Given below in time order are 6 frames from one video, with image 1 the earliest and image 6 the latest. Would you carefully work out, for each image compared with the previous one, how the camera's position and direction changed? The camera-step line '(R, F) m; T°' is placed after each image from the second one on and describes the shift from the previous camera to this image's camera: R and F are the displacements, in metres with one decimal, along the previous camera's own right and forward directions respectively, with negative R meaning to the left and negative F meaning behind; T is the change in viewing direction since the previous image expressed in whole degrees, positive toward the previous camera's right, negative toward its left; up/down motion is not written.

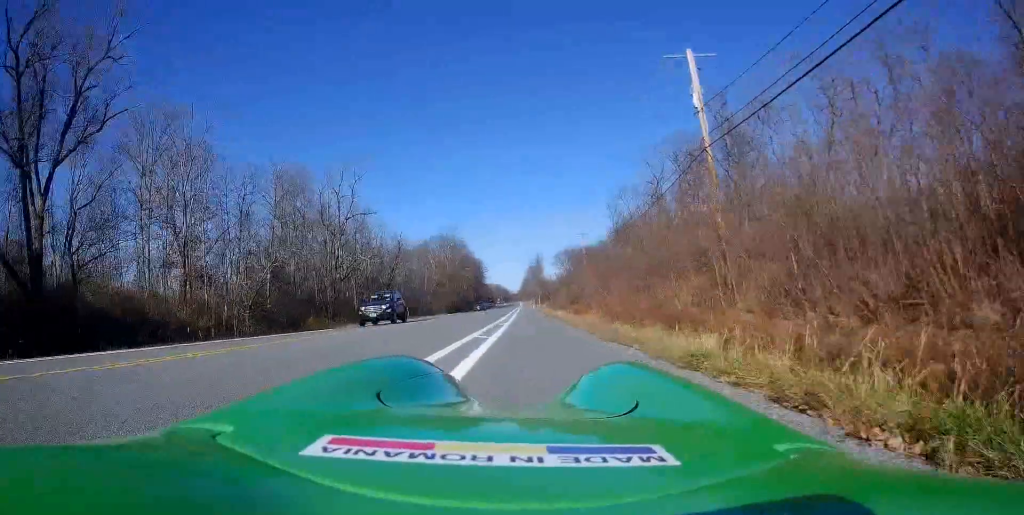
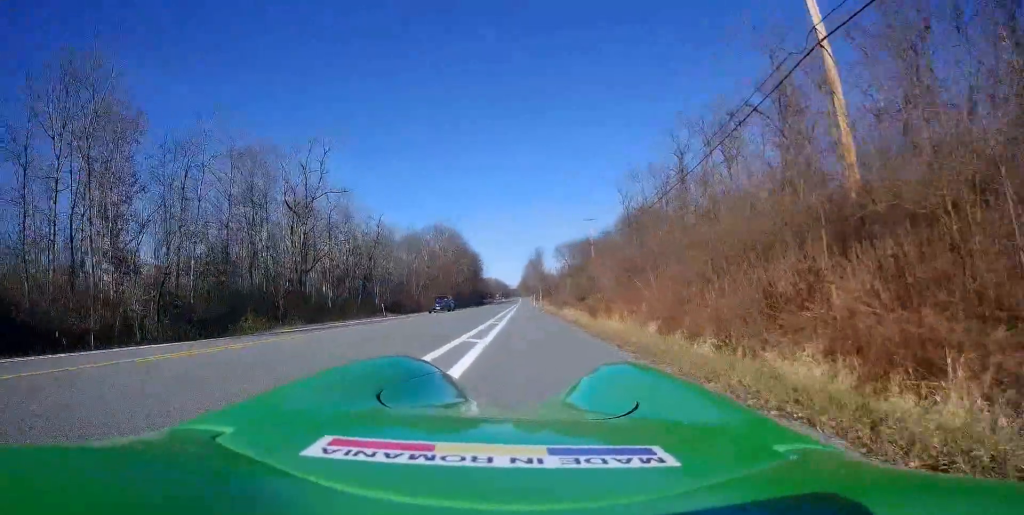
(-0.2, +10.5) m; 0°
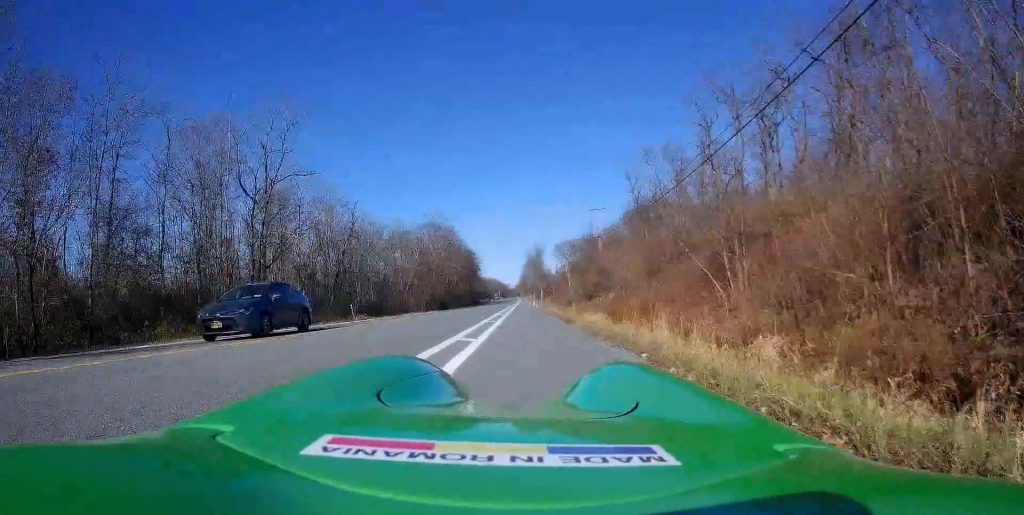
(+0.3, +8.6) m; 0°
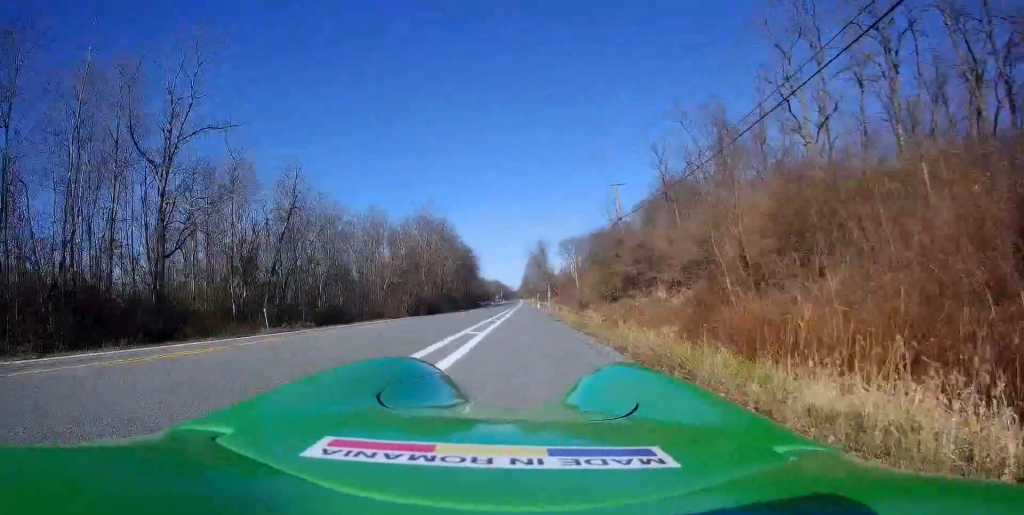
(-0.6, +17.1) m; -2°
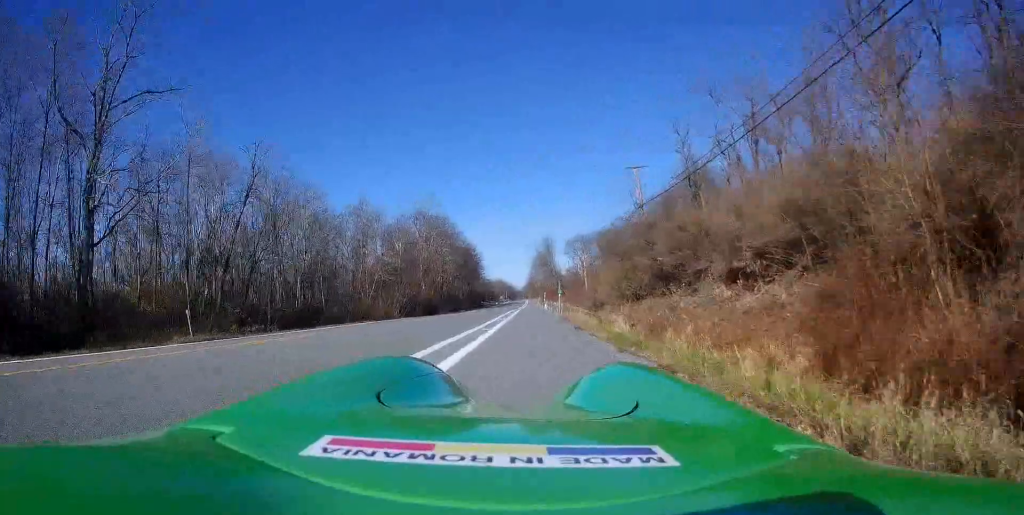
(0.0, +8.7) m; +1°
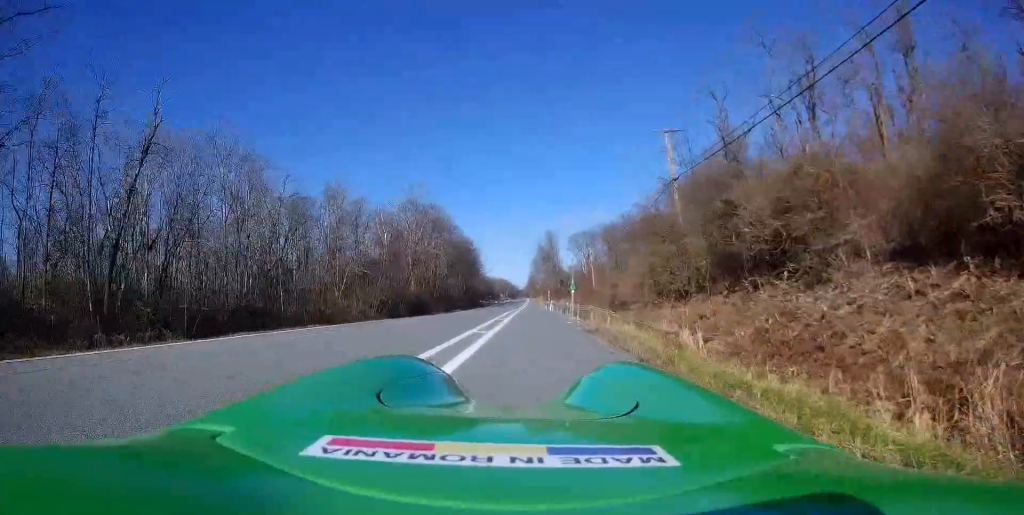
(+0.2, +10.7) m; 0°
